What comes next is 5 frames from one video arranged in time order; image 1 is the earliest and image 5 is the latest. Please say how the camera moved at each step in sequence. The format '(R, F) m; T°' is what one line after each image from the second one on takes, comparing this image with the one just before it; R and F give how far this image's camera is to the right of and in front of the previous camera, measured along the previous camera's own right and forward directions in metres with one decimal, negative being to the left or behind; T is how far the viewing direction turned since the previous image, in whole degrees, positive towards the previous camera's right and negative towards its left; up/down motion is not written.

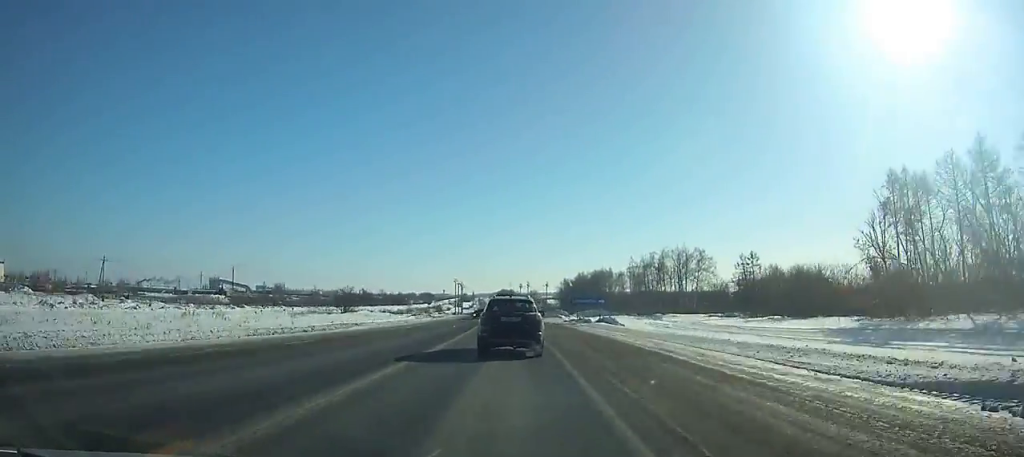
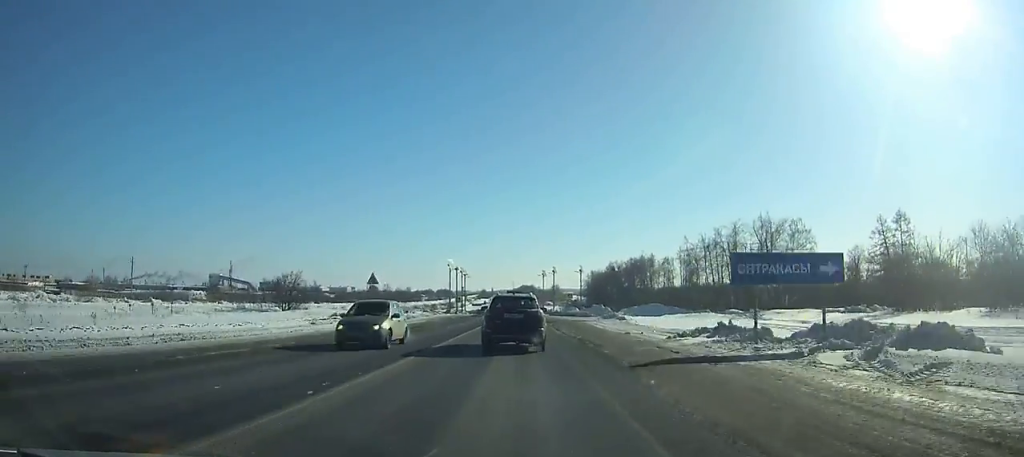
(-0.9, +45.2) m; -2°
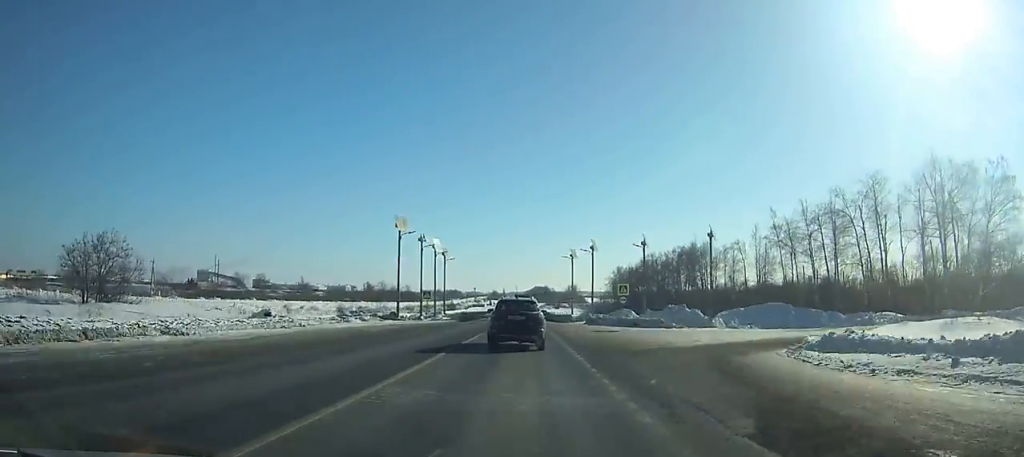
(-0.9, +51.0) m; -1°
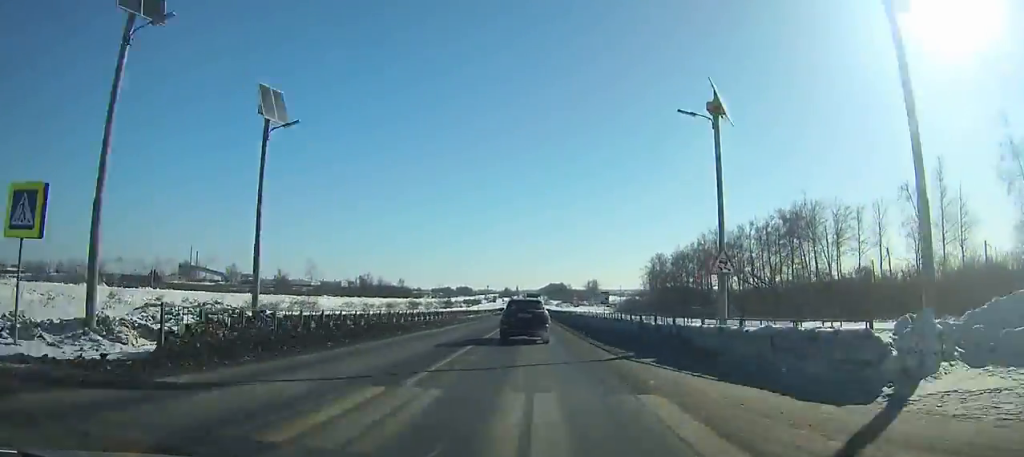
(-0.5, +59.4) m; -1°
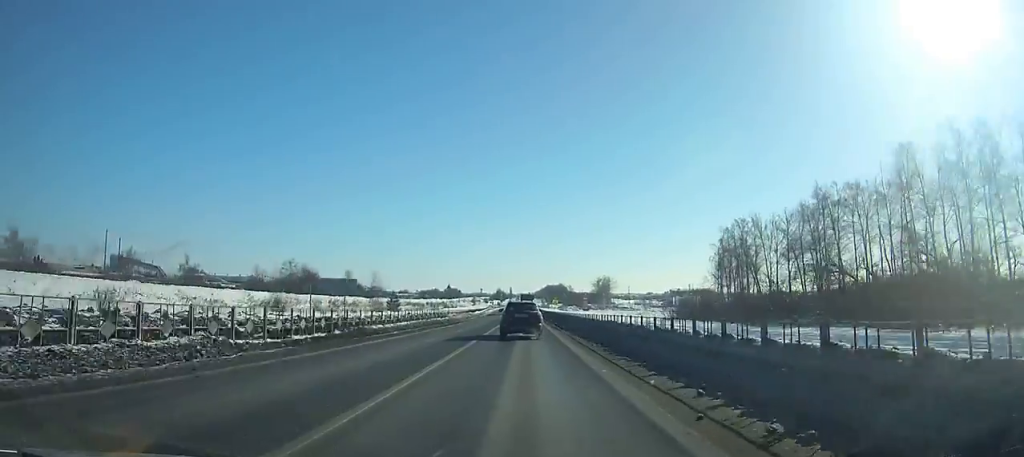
(-0.4, +91.7) m; 0°
